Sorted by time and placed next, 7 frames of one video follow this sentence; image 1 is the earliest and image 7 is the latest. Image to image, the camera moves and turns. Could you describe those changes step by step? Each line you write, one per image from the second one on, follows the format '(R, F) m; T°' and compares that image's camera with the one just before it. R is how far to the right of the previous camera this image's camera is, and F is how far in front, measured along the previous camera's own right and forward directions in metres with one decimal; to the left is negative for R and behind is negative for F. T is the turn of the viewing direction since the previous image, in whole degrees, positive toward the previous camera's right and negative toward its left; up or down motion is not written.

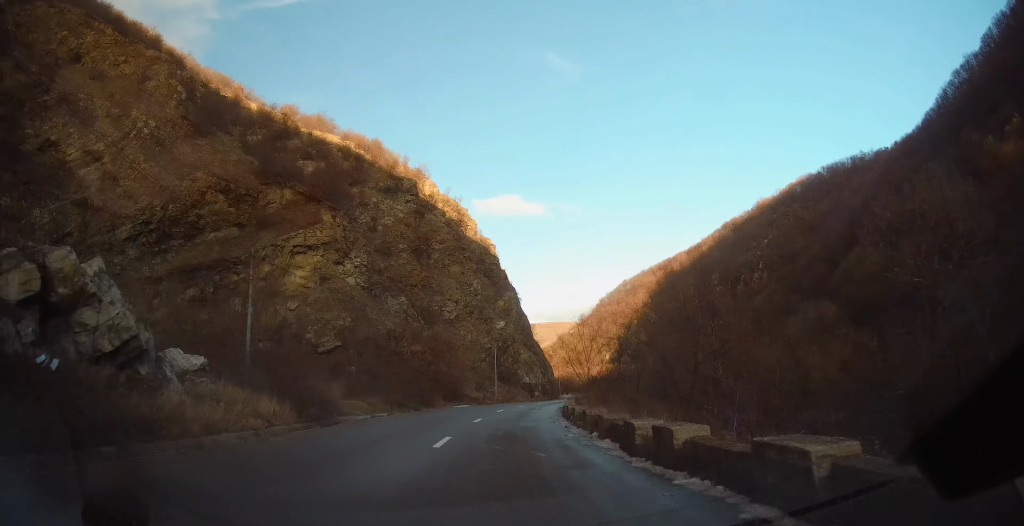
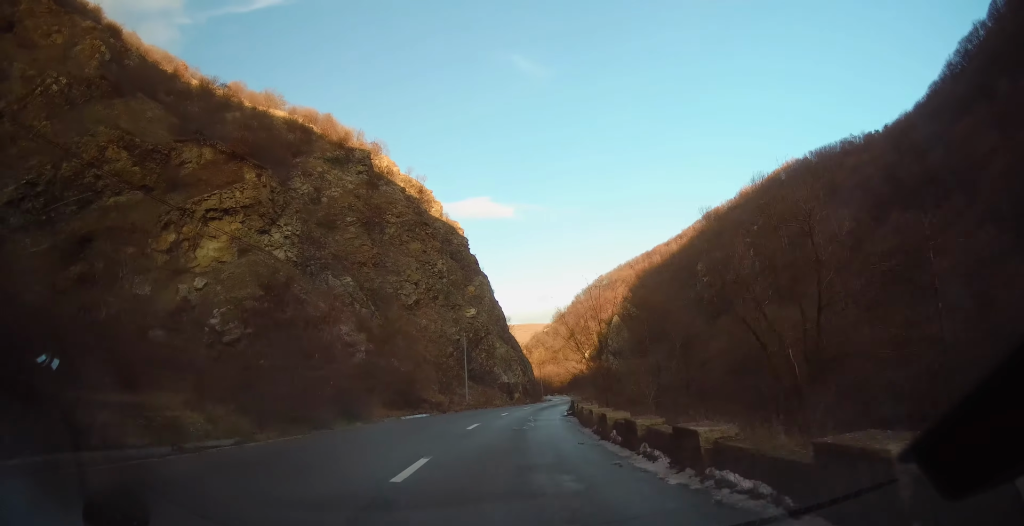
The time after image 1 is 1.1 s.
(+0.6, +16.5) m; +4°
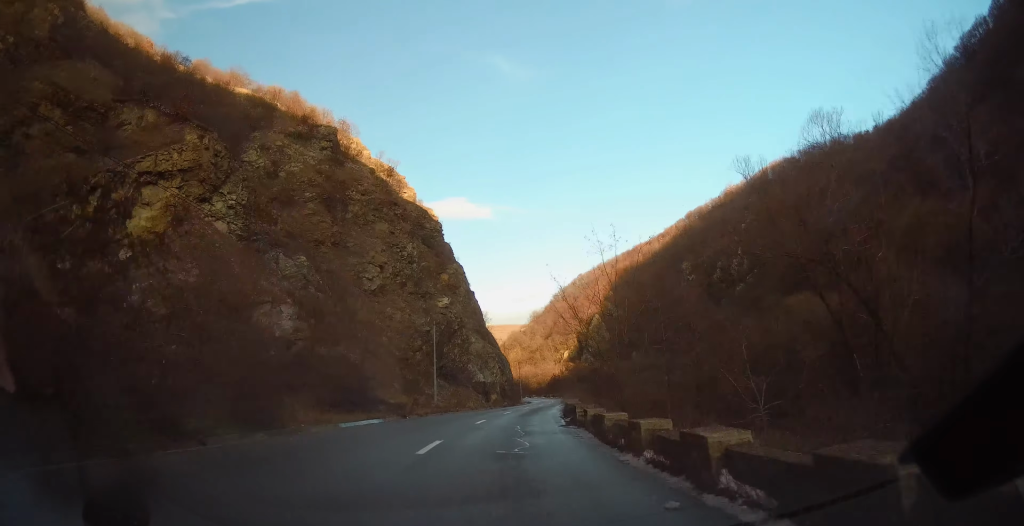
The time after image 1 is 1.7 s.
(+0.2, +8.6) m; +2°
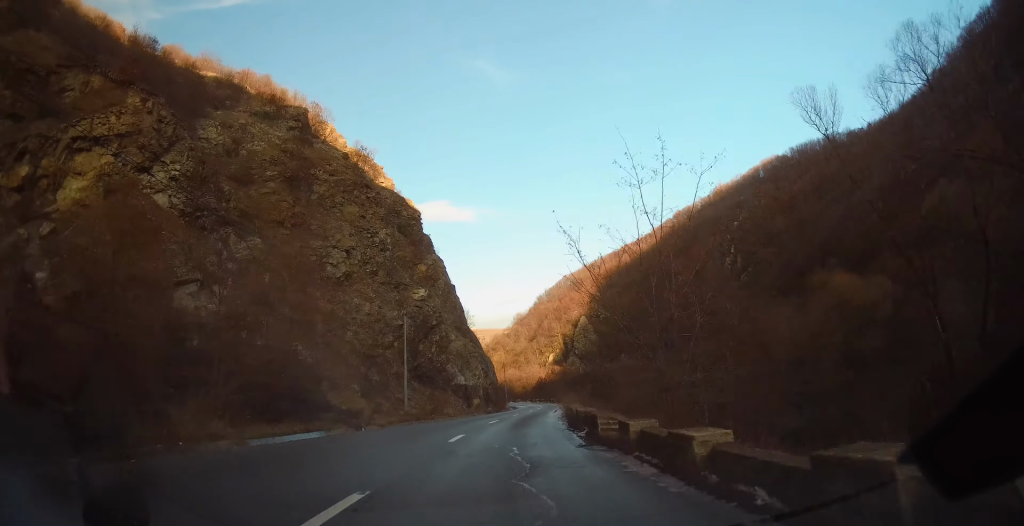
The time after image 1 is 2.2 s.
(+0.1, +7.8) m; +1°
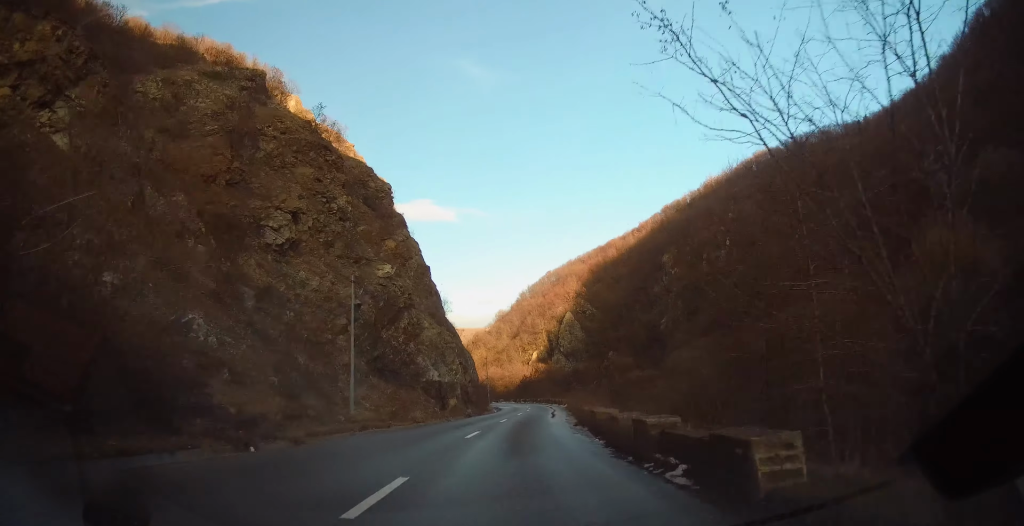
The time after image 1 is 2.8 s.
(+0.1, +10.6) m; +2°
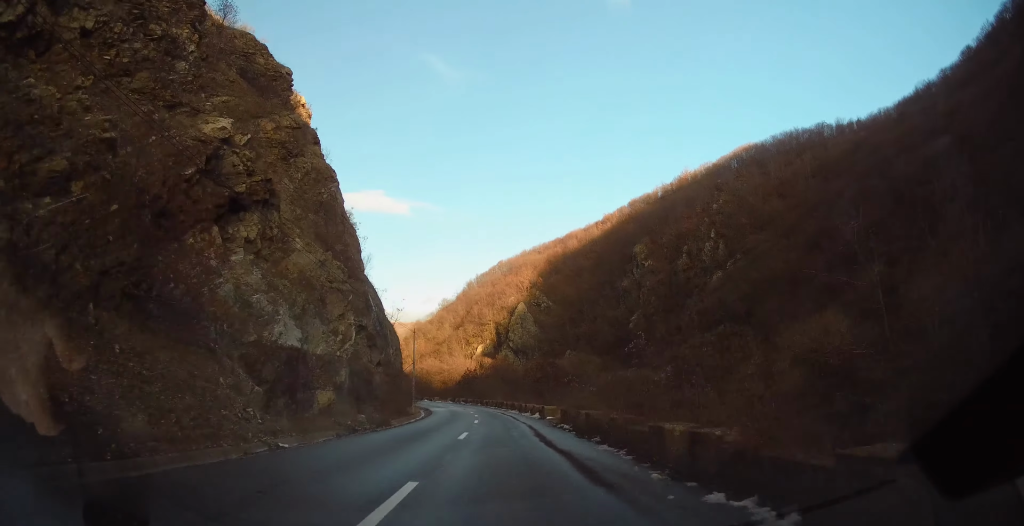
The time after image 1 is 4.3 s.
(+1.2, +23.9) m; +6°
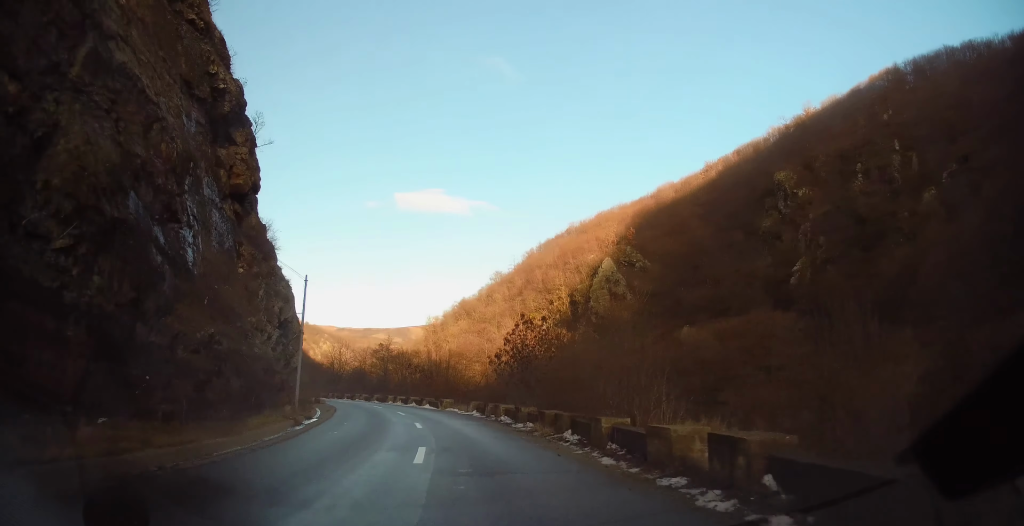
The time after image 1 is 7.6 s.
(-2.4, +55.1) m; -11°
